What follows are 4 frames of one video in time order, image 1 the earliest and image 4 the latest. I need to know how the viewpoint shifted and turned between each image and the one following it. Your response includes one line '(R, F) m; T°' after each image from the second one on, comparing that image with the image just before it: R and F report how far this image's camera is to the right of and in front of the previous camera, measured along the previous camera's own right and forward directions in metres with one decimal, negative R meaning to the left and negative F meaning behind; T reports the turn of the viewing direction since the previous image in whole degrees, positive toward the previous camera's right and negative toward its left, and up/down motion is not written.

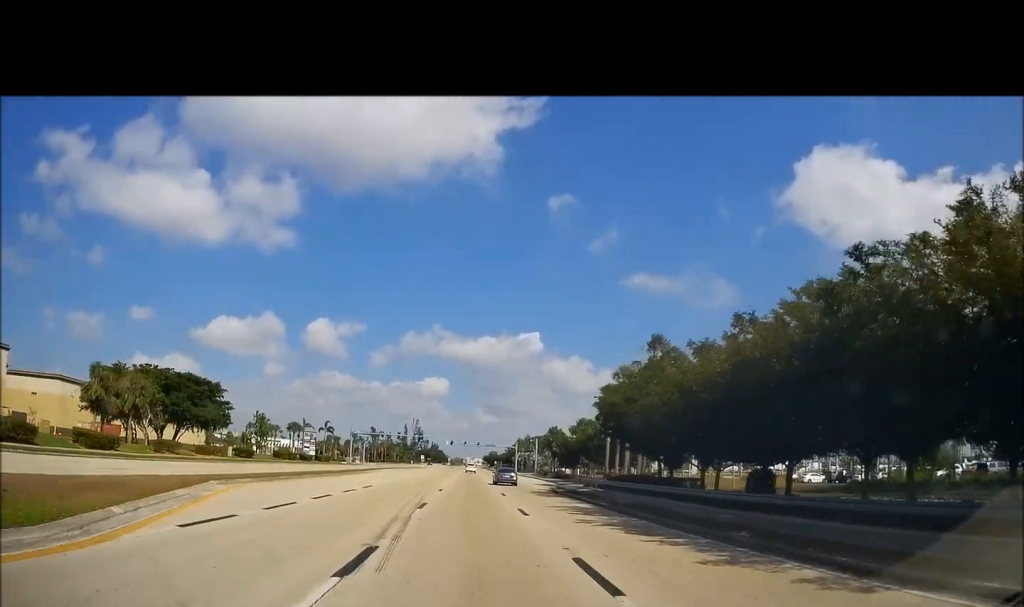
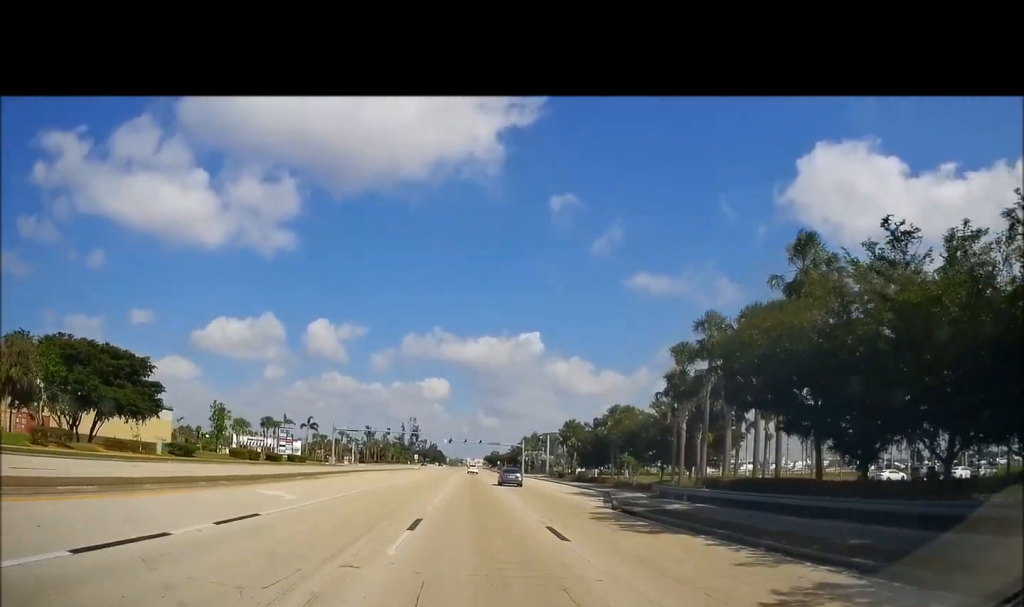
(+0.4, +18.6) m; +1°
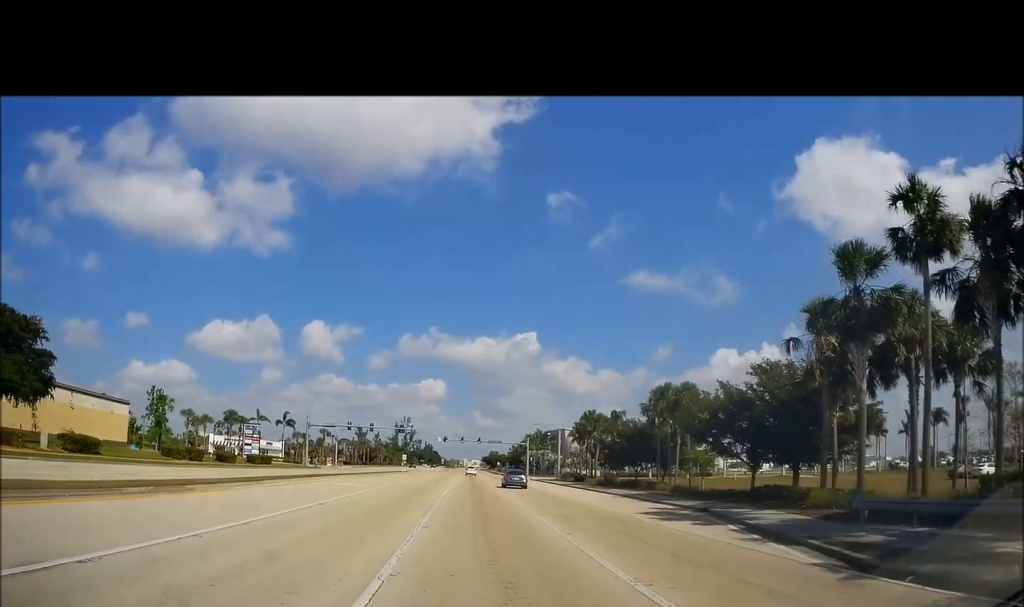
(-0.2, +17.4) m; 0°
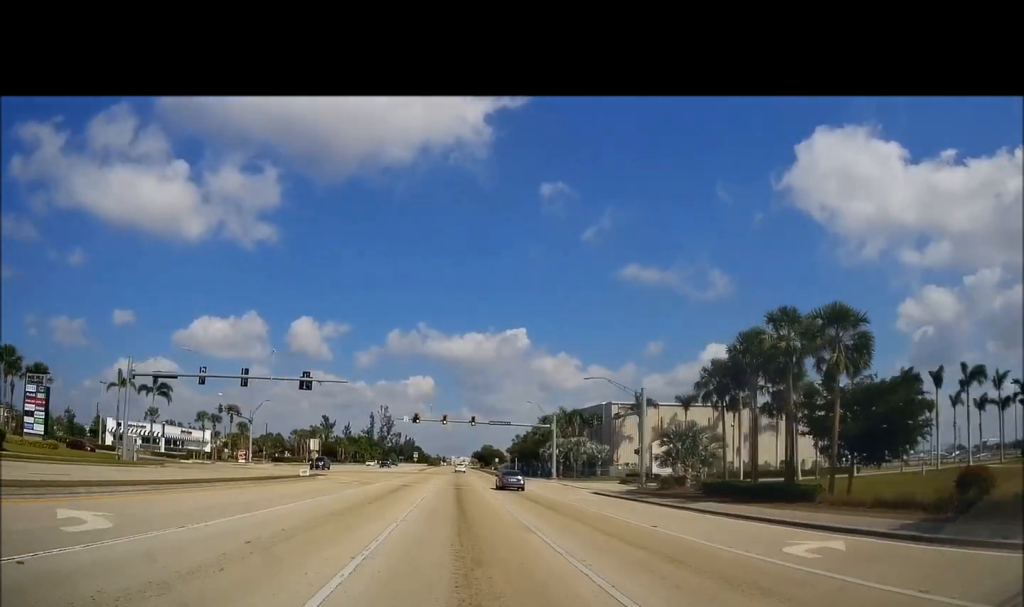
(+1.1, +54.0) m; +2°
